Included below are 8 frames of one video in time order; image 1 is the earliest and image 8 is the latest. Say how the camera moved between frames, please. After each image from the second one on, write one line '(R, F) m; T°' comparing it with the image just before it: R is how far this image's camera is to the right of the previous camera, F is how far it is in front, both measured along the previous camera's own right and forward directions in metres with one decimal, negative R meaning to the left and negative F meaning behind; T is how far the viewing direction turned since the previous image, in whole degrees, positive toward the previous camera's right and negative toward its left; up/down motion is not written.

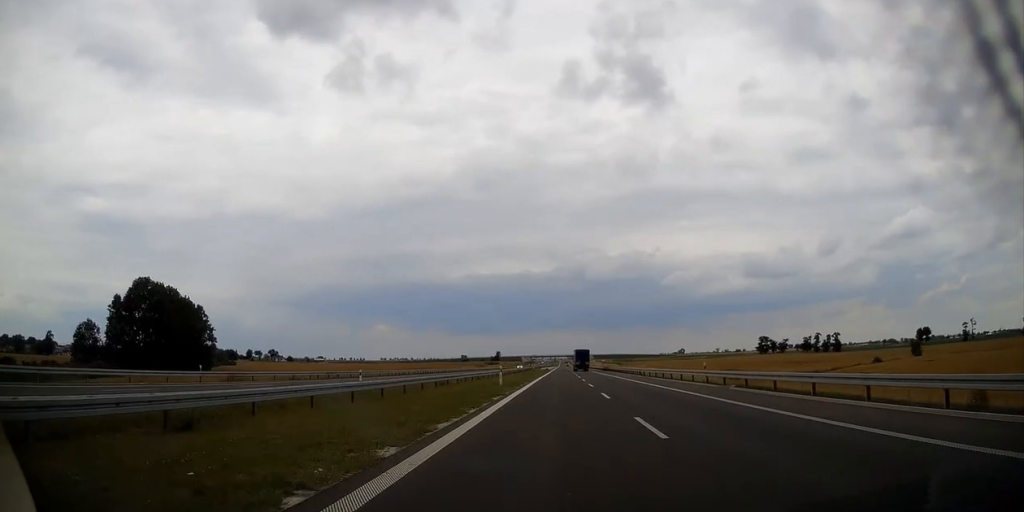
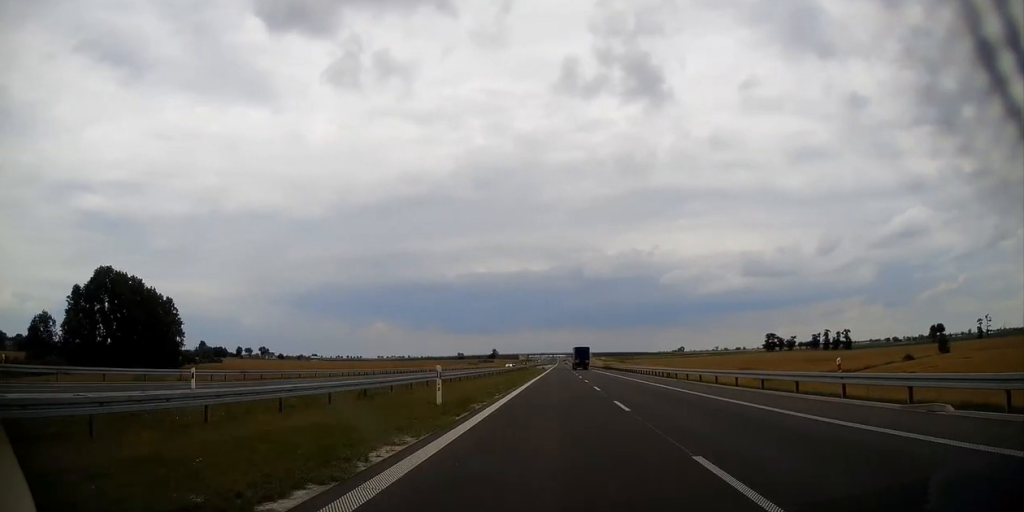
(+0.1, +18.5) m; 0°
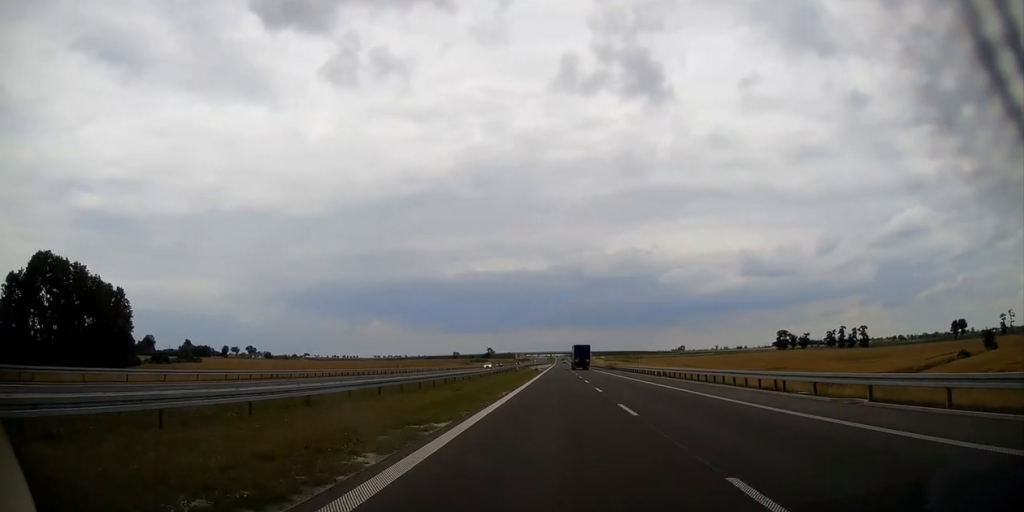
(0.0, +25.9) m; 0°
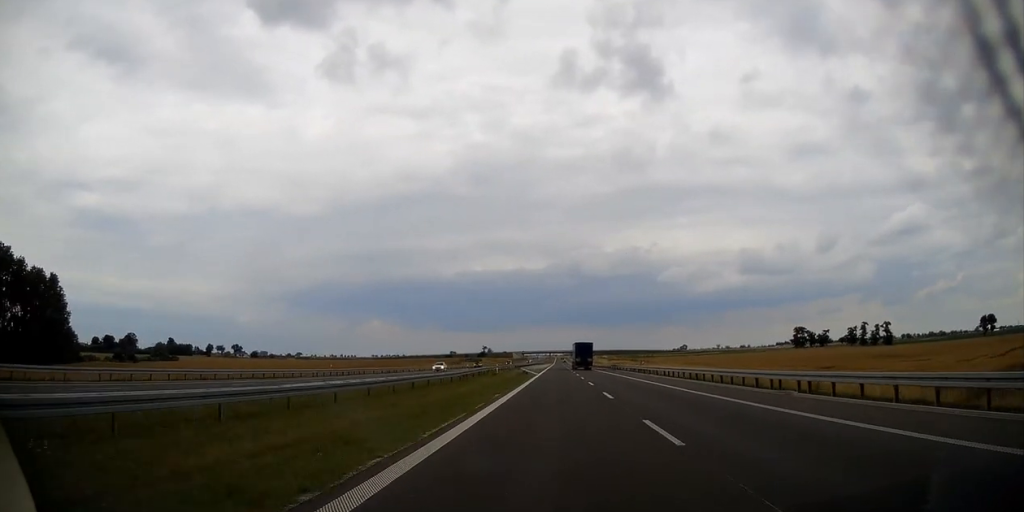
(-0.2, +29.7) m; 0°
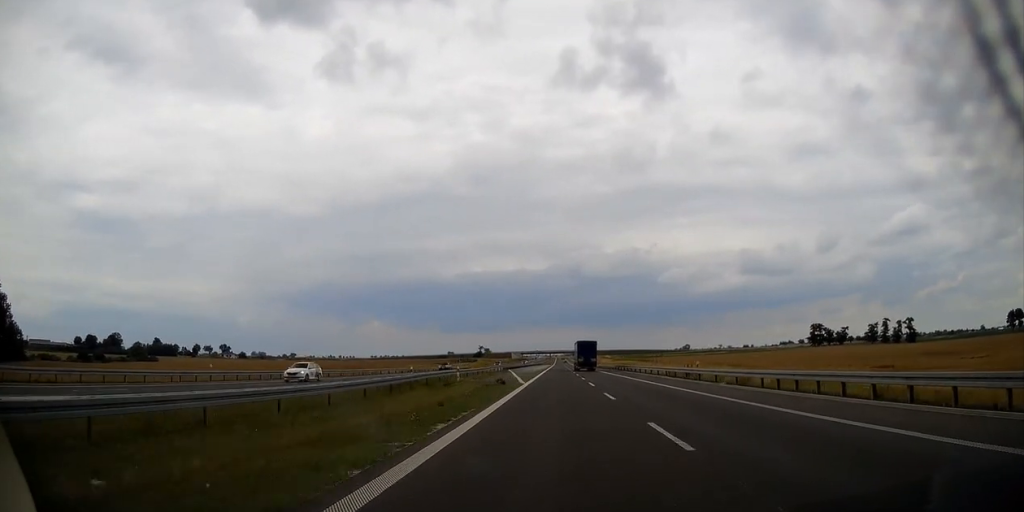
(+0.2, +24.7) m; 0°
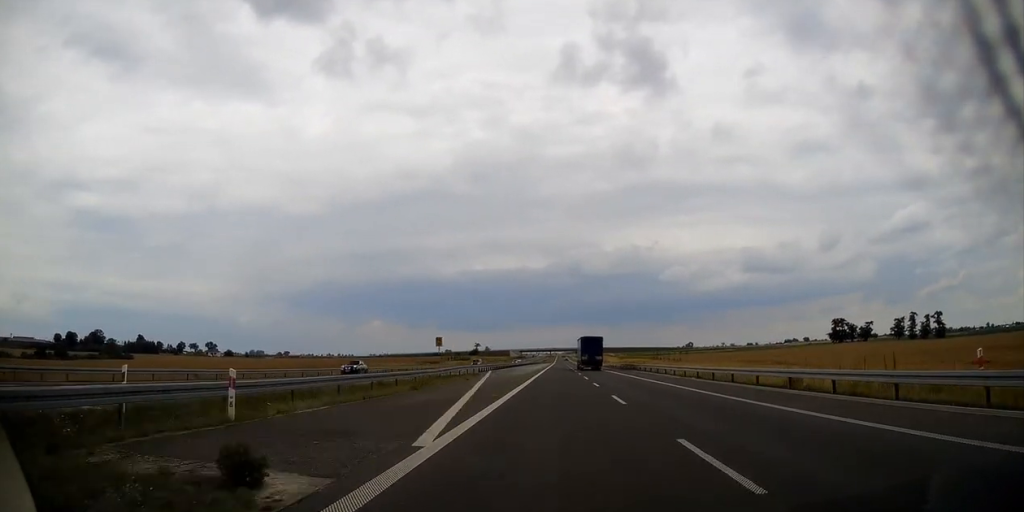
(+0.1, +27.1) m; 0°
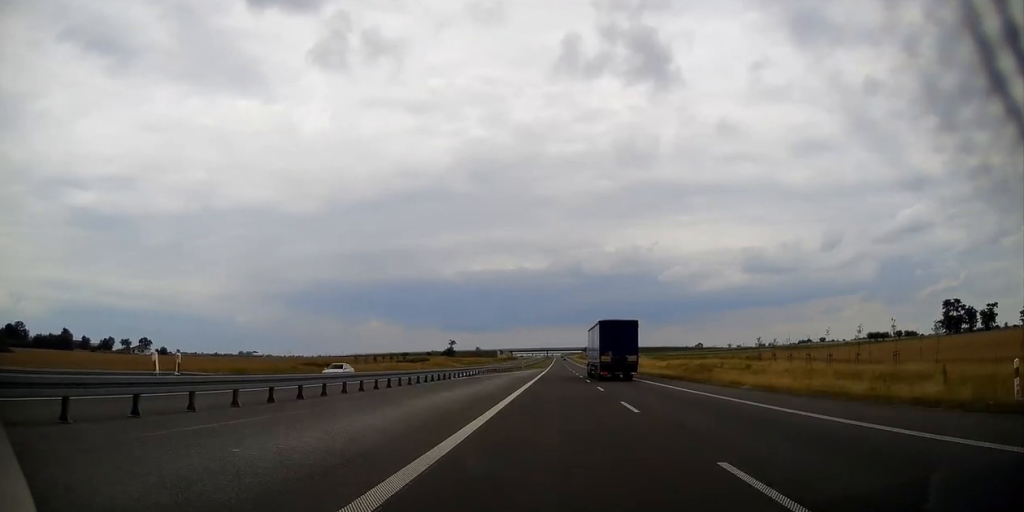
(+0.1, +101.1) m; 0°
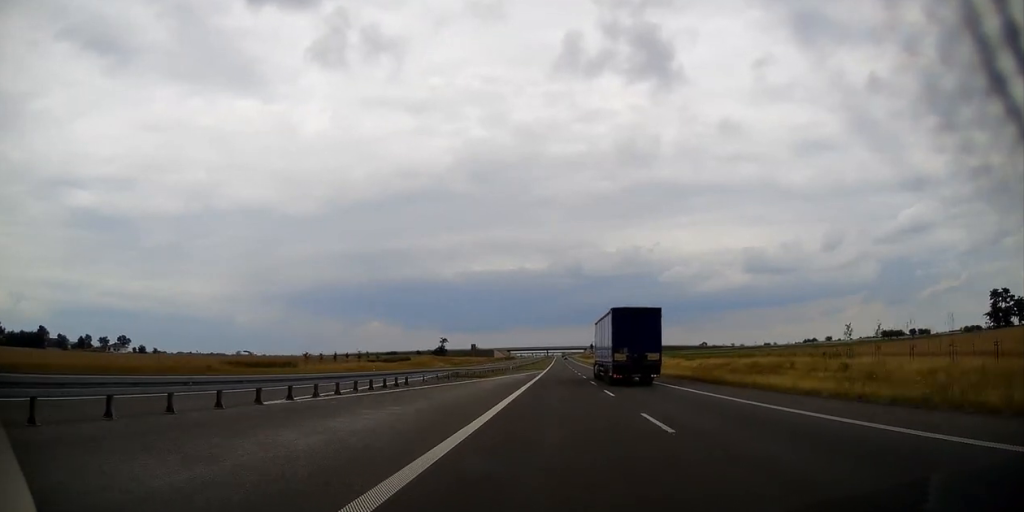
(0.0, +28.9) m; 0°
